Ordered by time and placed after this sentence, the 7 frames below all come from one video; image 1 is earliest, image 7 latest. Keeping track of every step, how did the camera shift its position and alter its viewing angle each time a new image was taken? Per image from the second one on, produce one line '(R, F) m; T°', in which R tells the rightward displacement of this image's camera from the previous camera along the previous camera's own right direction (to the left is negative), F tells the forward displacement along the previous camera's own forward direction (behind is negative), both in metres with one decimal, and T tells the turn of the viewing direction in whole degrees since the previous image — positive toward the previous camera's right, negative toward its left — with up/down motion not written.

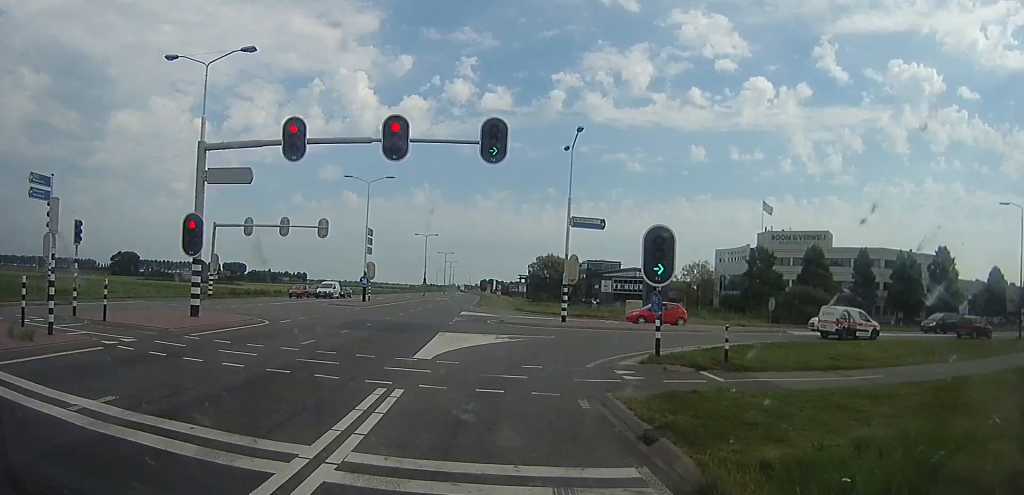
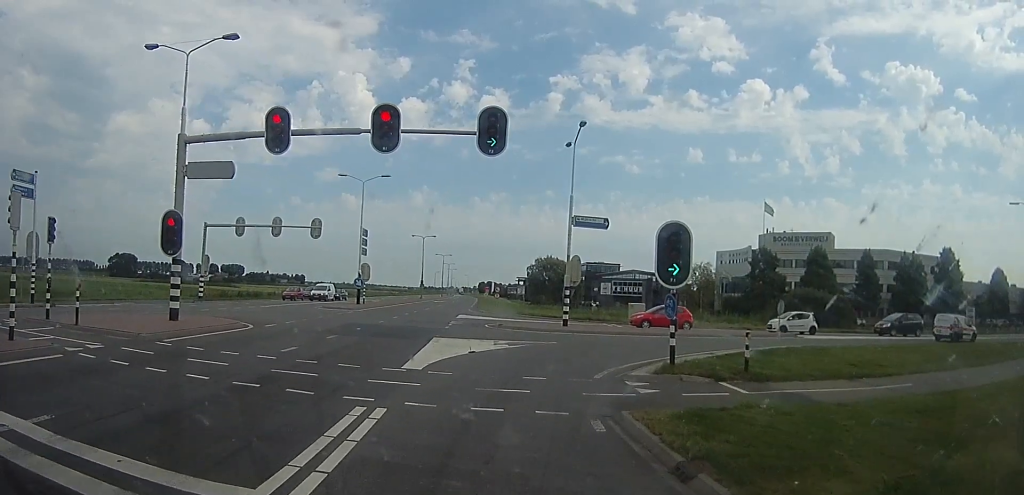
(+0.2, +2.6) m; +6°
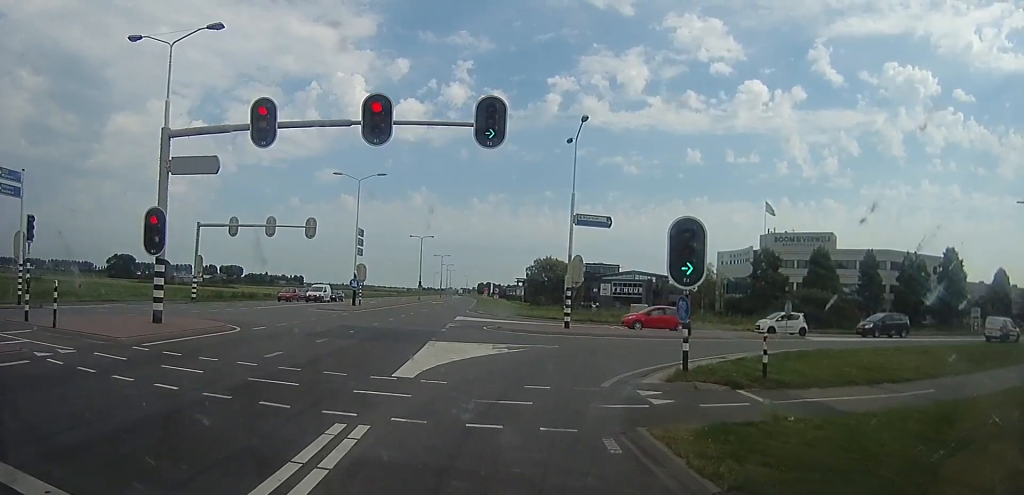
(0.0, +1.4) m; 0°
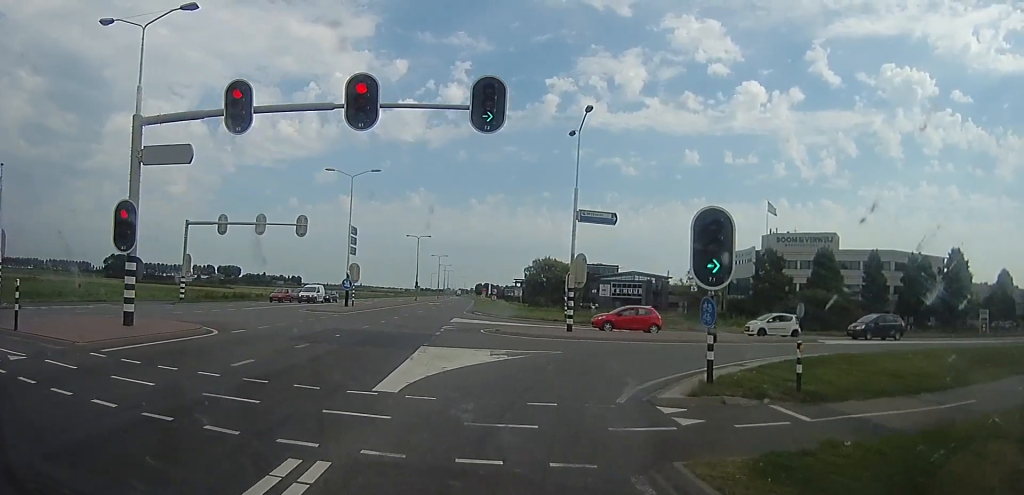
(0.0, +1.5) m; -1°
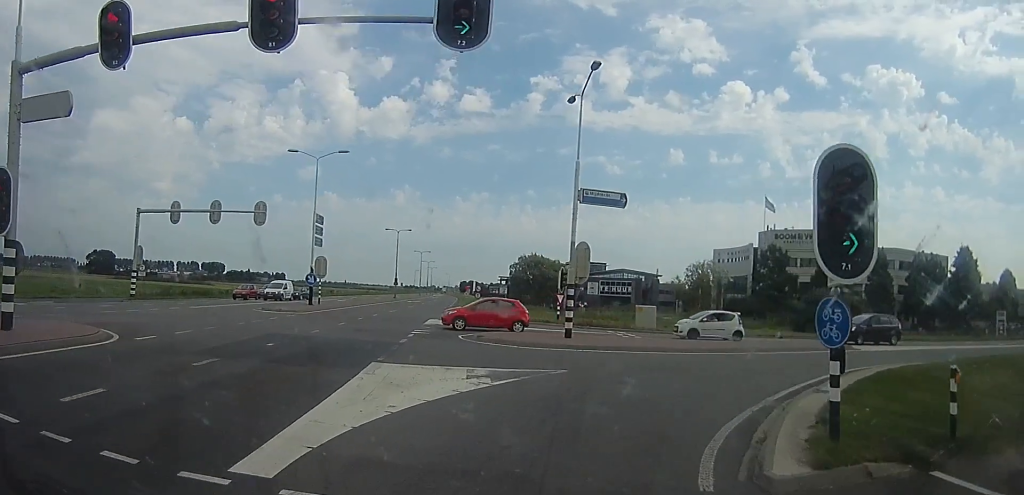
(+0.1, +3.7) m; +6°
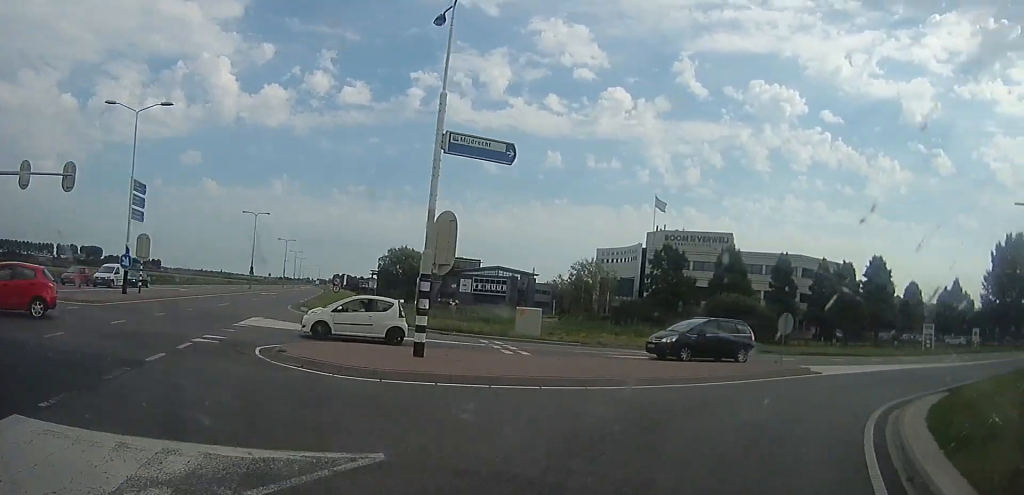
(+0.6, +5.3) m; +12°
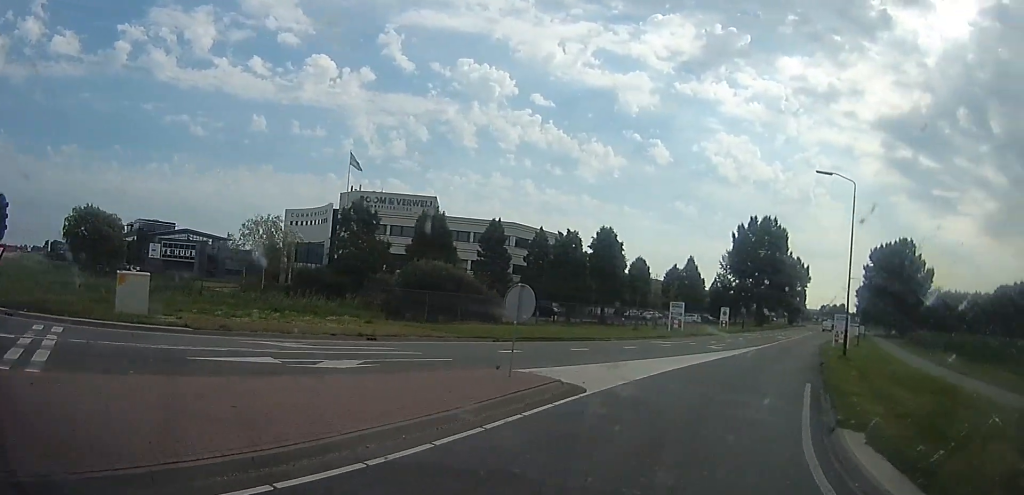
(+1.1, +7.6) m; +20°
